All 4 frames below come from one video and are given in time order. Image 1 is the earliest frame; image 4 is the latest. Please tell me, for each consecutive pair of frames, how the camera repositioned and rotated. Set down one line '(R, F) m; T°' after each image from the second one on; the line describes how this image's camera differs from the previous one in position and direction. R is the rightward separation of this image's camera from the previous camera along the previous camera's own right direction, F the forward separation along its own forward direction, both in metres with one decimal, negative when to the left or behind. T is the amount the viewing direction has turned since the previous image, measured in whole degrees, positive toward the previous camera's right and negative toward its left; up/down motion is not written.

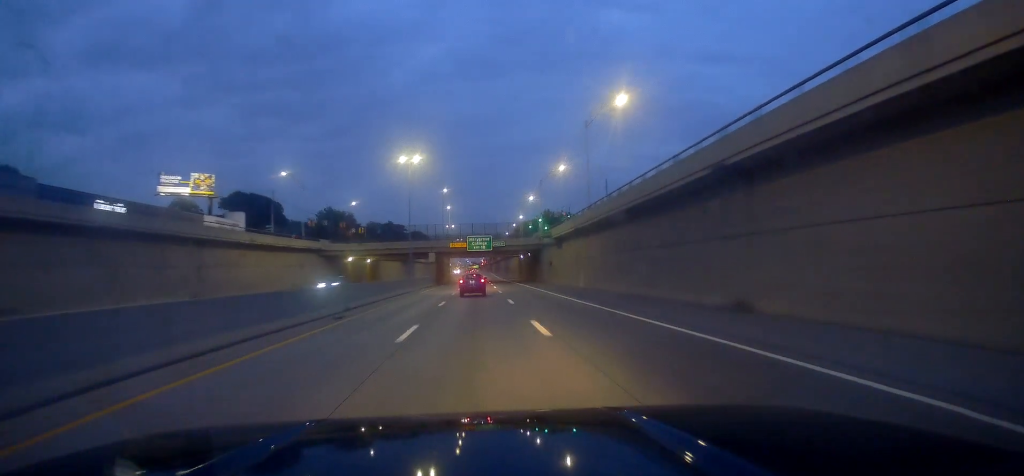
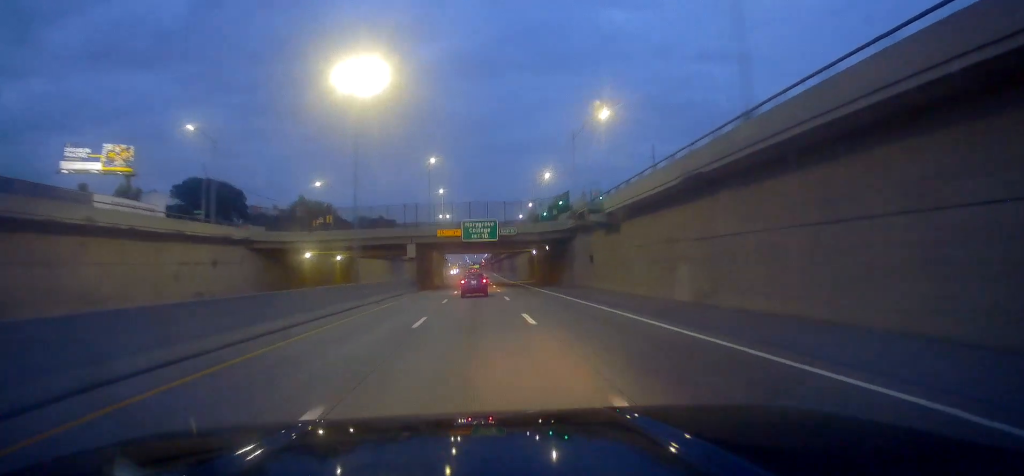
(+0.5, +28.0) m; 0°
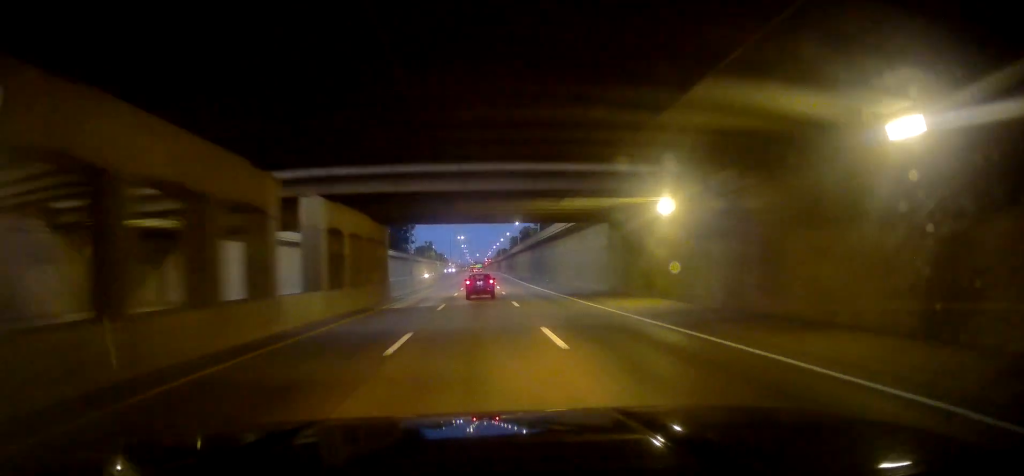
(-1.1, +66.1) m; -1°
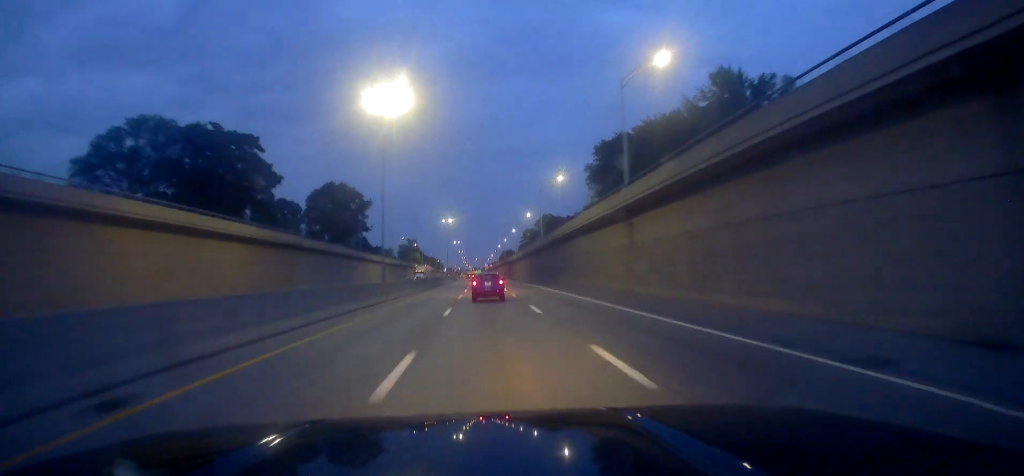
(+0.4, +95.6) m; 0°
